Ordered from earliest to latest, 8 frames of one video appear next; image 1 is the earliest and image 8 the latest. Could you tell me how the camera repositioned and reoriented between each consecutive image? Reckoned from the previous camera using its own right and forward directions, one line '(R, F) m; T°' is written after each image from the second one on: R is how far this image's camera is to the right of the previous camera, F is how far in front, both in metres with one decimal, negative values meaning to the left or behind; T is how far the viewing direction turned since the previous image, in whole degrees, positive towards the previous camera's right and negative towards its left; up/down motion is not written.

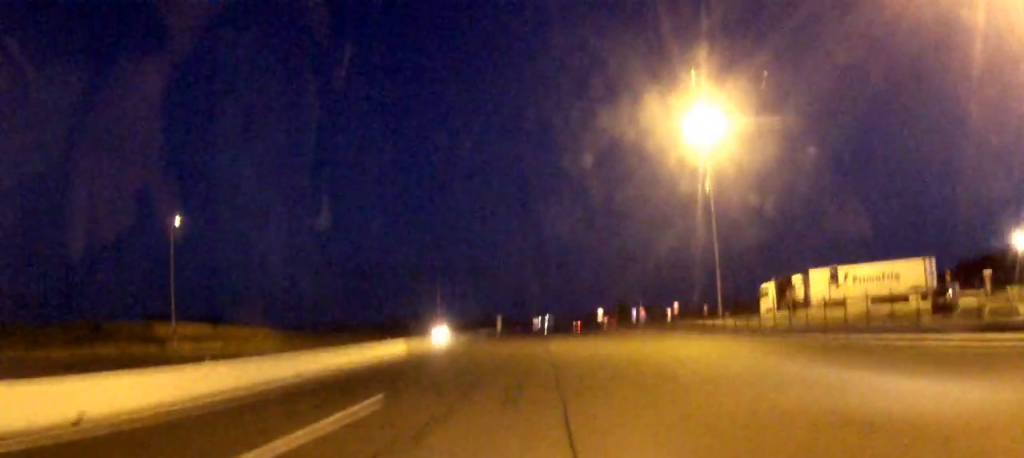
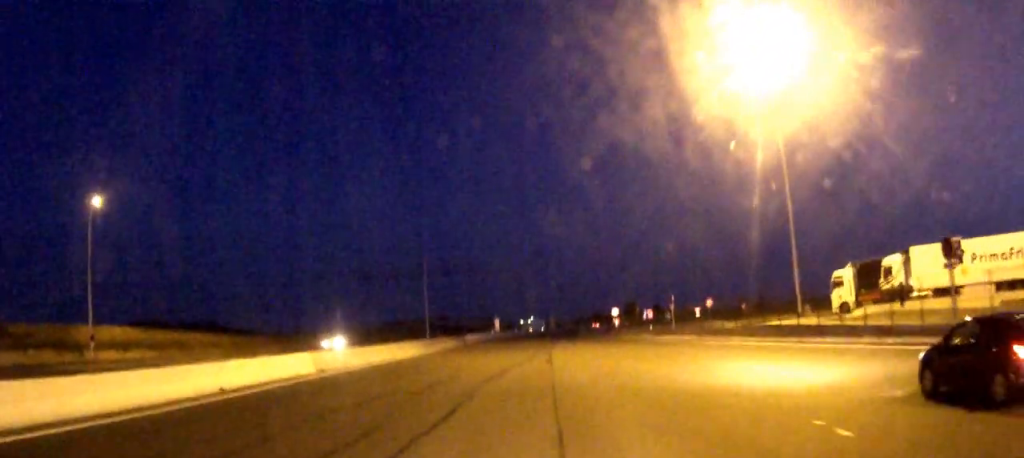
(-0.1, +22.6) m; 0°
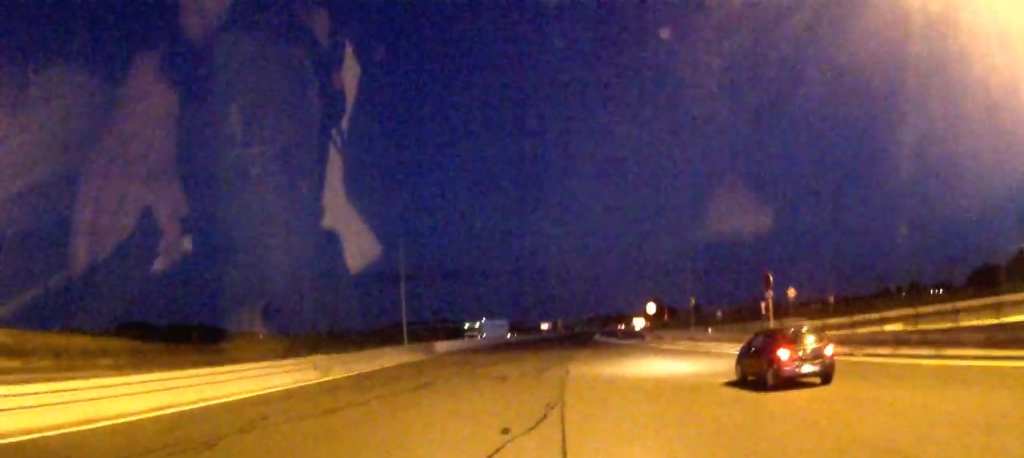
(0.0, +29.9) m; 0°
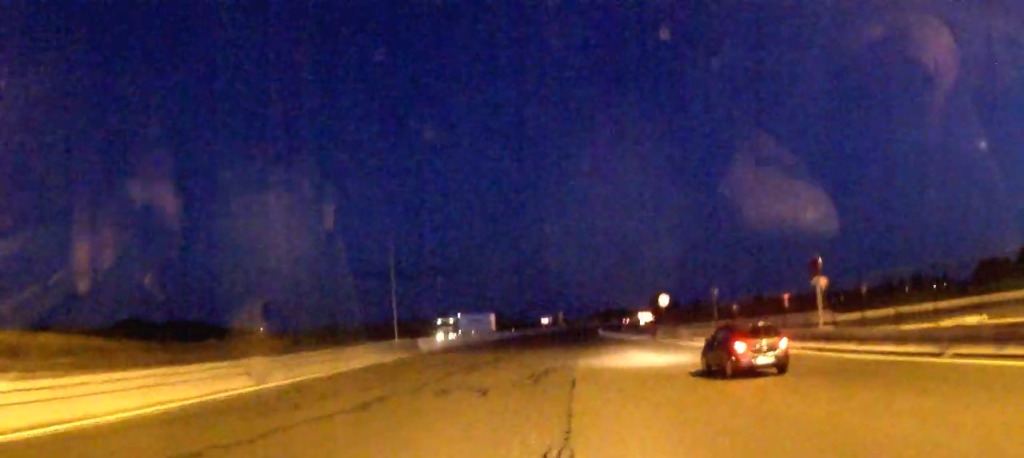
(0.0, +7.7) m; 0°
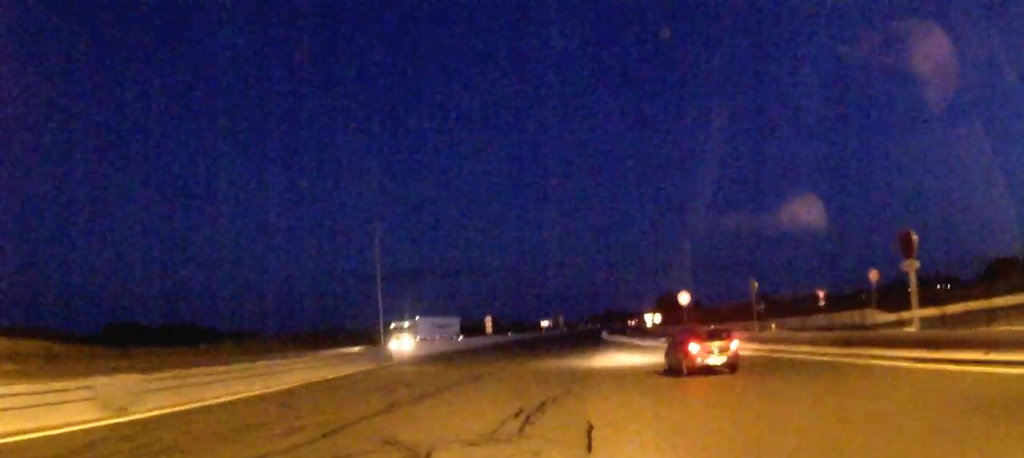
(0.0, +9.7) m; 0°
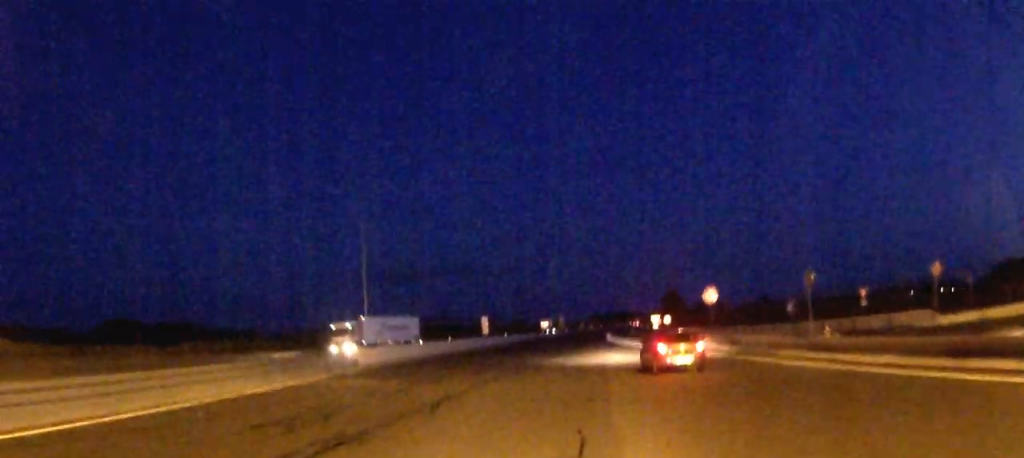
(0.0, +8.7) m; 0°
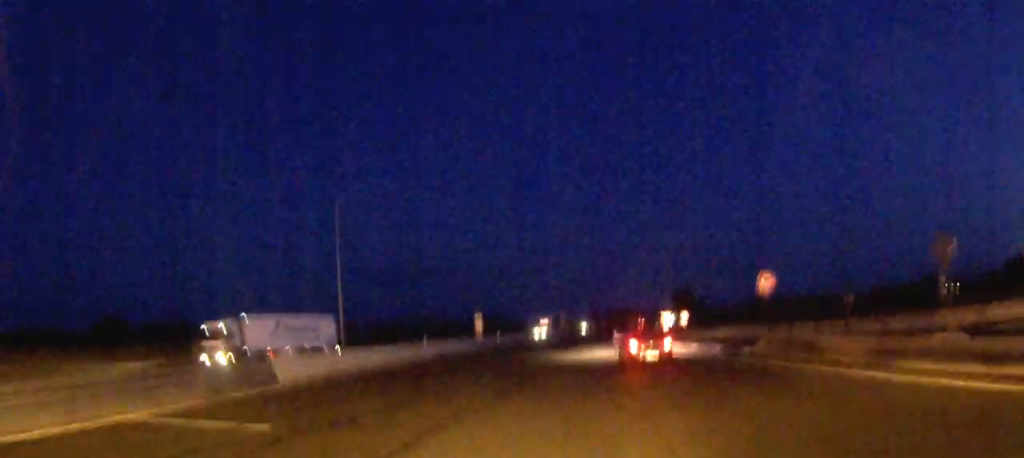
(-0.1, +11.7) m; 0°
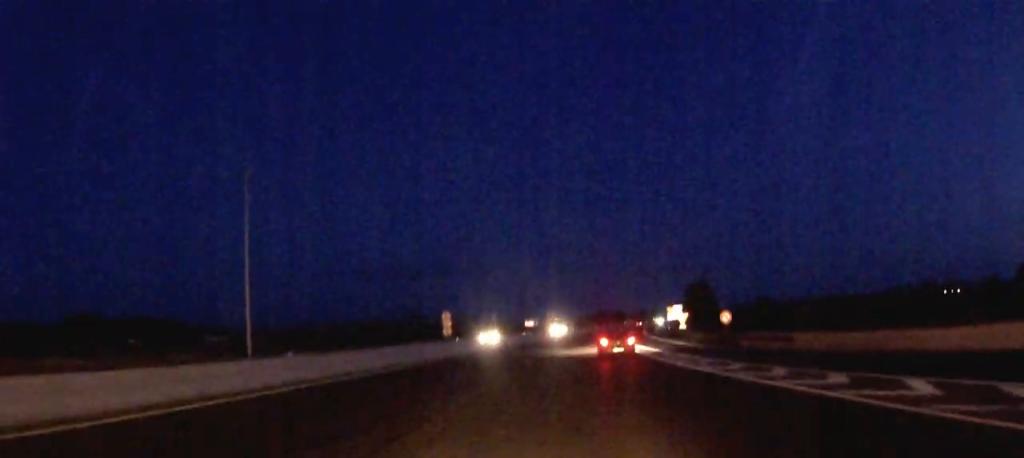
(+0.4, +24.2) m; +2°
